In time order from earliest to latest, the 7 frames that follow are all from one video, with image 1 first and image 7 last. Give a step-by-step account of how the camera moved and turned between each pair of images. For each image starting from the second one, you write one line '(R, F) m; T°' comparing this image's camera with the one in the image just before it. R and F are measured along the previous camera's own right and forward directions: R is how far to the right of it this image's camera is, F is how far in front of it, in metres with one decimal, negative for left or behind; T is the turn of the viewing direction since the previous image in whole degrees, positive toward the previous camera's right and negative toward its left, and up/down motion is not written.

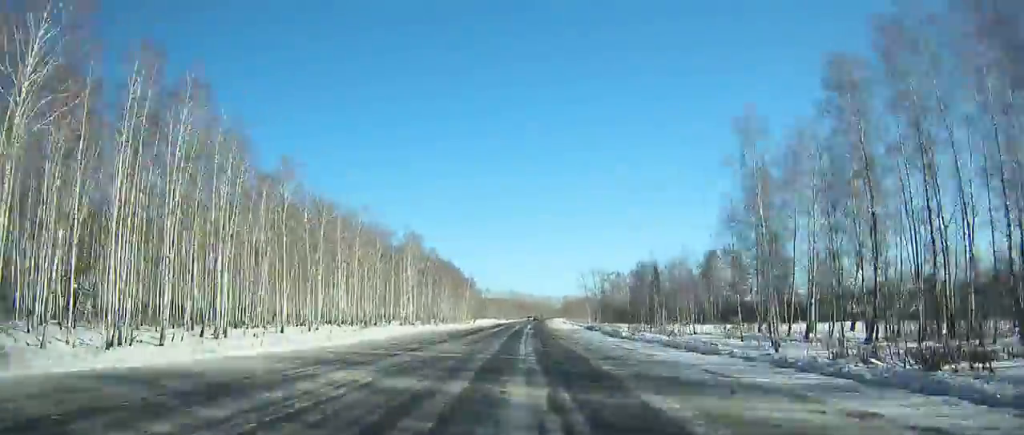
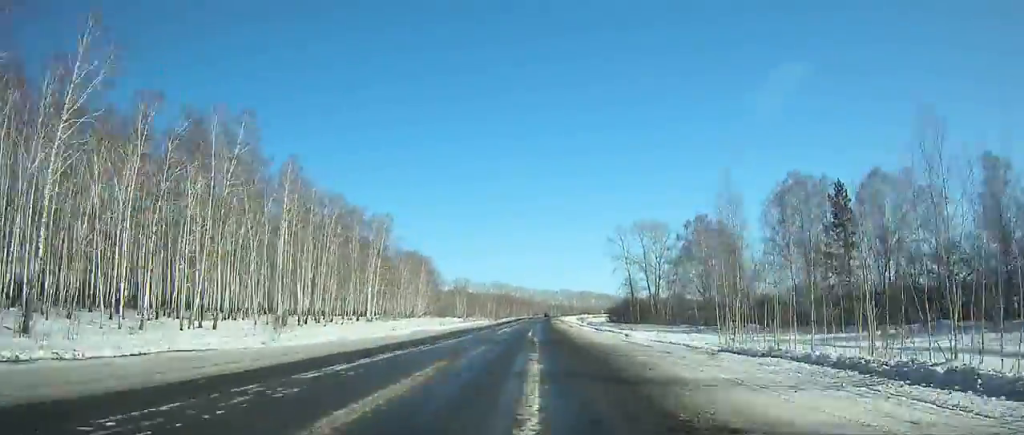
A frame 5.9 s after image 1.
(+1.3, +125.1) m; +2°
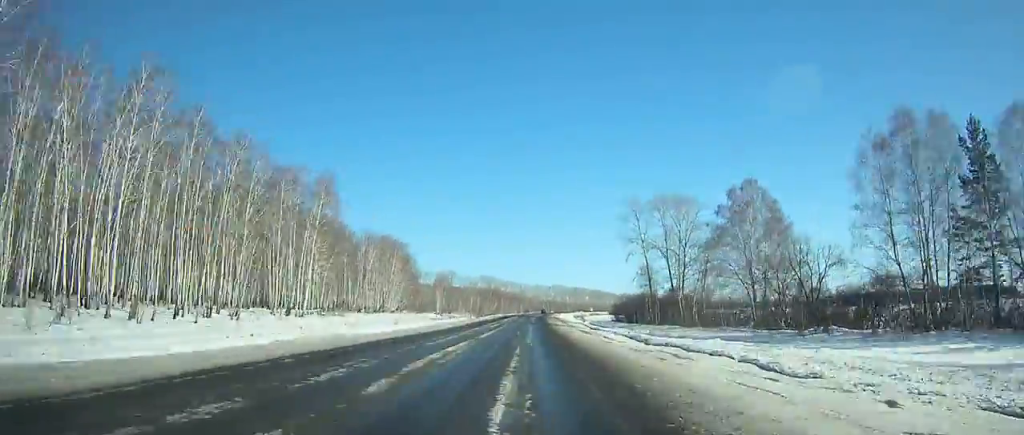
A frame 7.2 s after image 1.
(+0.2, +27.5) m; 0°
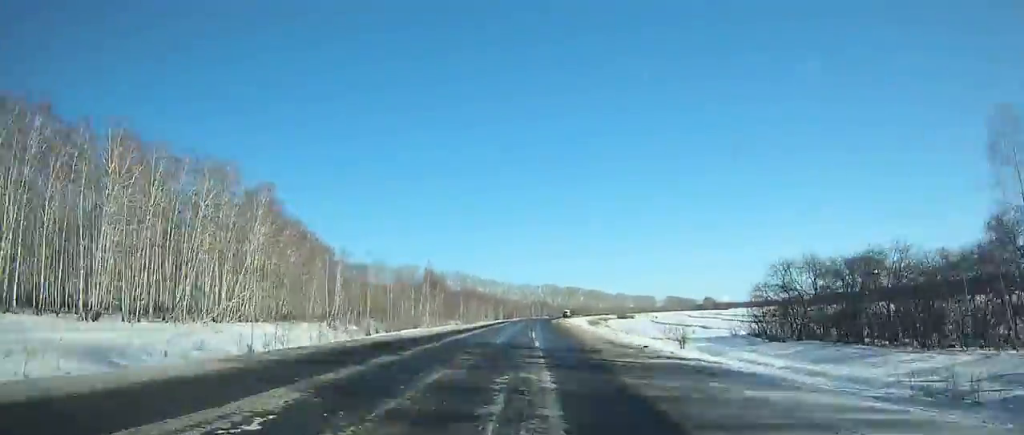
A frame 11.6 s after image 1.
(+1.2, +92.9) m; +2°
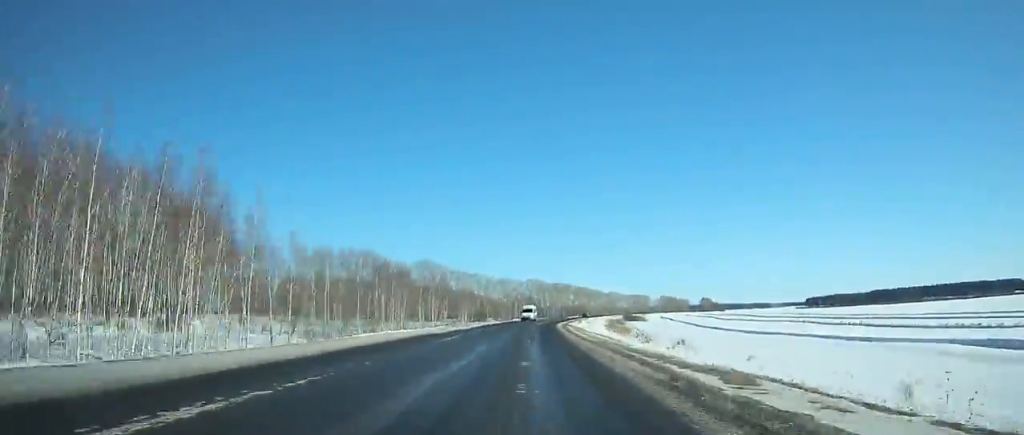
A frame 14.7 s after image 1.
(+0.9, +65.7) m; +2°
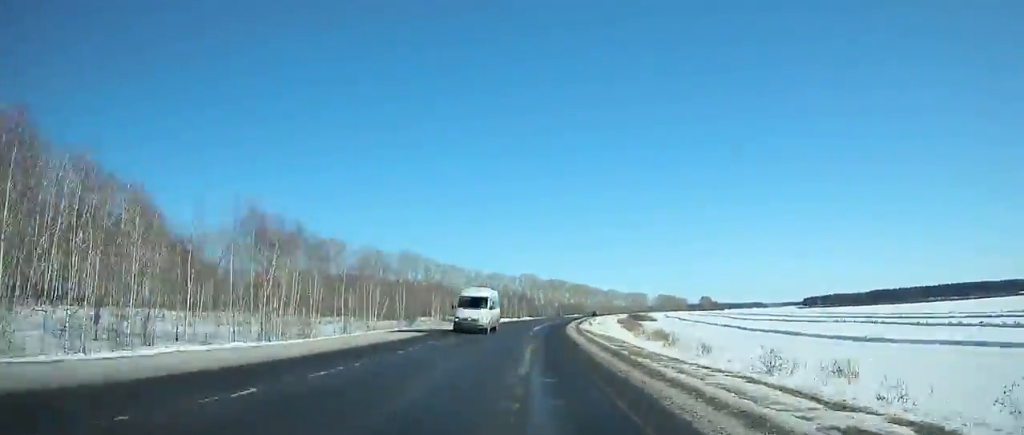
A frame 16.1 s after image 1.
(+0.3, +29.9) m; +1°
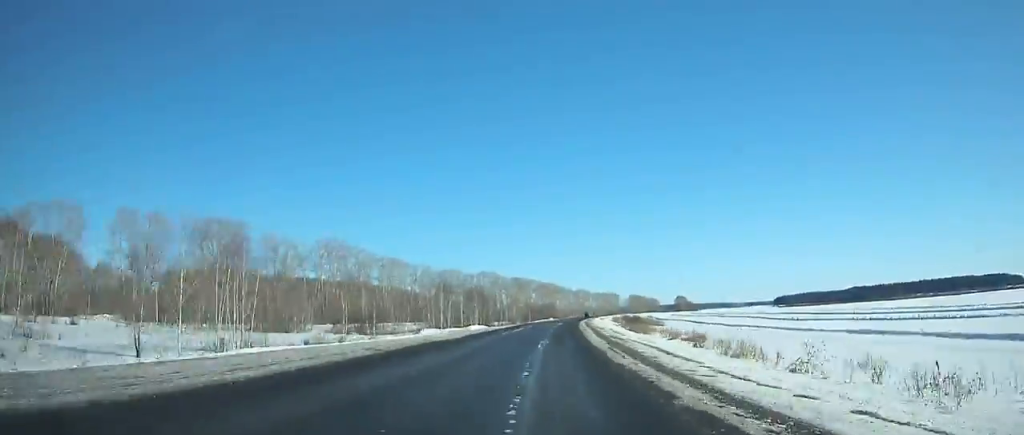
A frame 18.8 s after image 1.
(+1.1, +58.0) m; +3°
